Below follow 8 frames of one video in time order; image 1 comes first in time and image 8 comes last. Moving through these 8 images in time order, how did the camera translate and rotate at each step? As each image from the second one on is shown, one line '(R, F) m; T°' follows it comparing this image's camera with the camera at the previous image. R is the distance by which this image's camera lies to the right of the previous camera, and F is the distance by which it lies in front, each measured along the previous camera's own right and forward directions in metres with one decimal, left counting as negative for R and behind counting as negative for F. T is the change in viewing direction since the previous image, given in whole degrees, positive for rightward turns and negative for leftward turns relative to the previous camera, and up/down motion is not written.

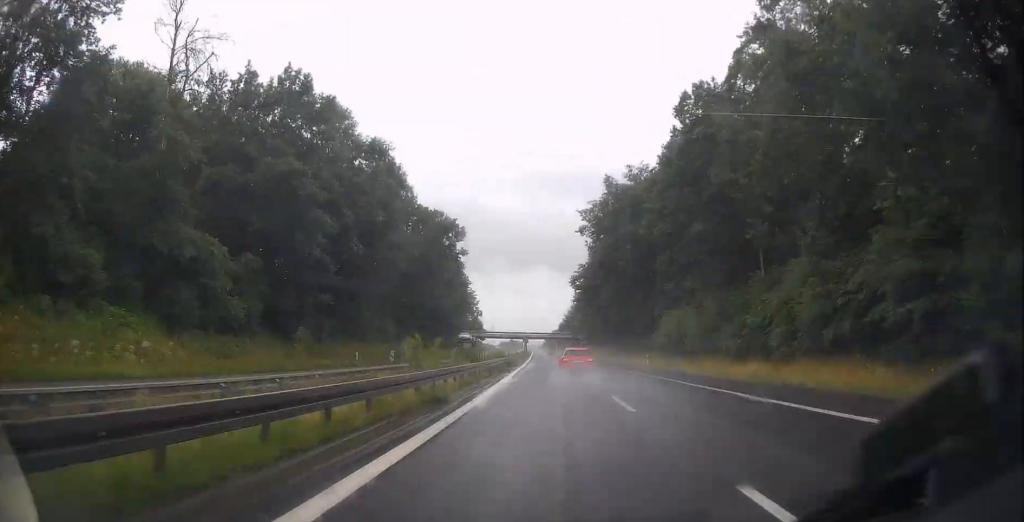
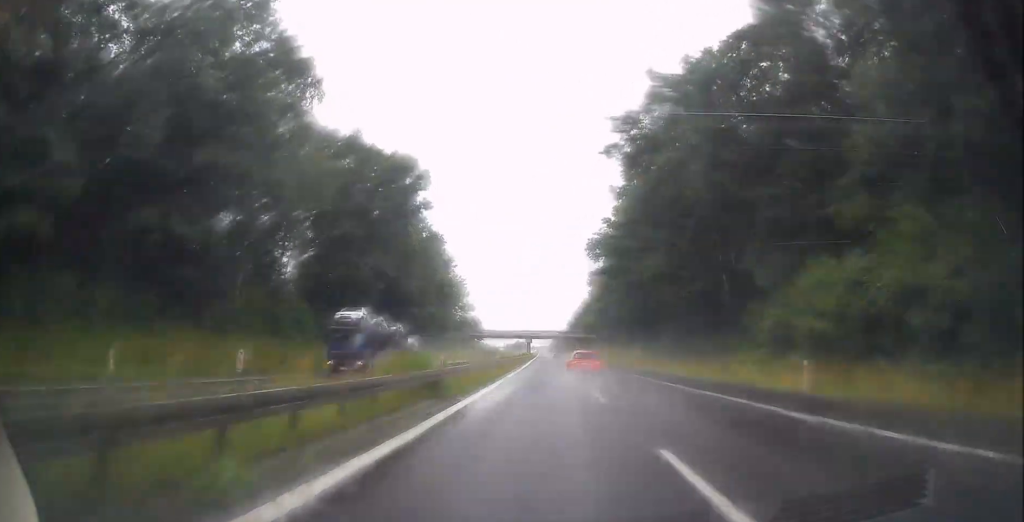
(-0.6, +32.3) m; -2°
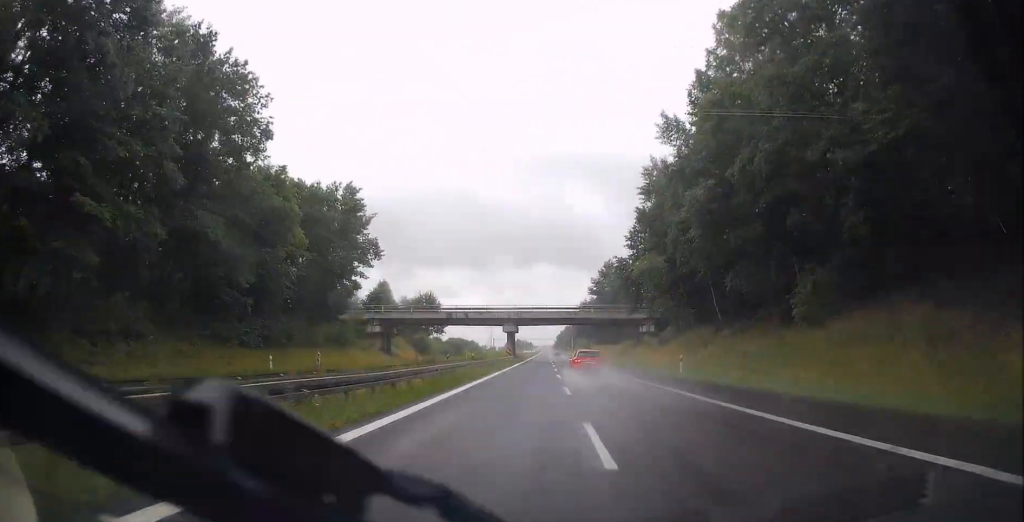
(-0.9, +80.0) m; -1°
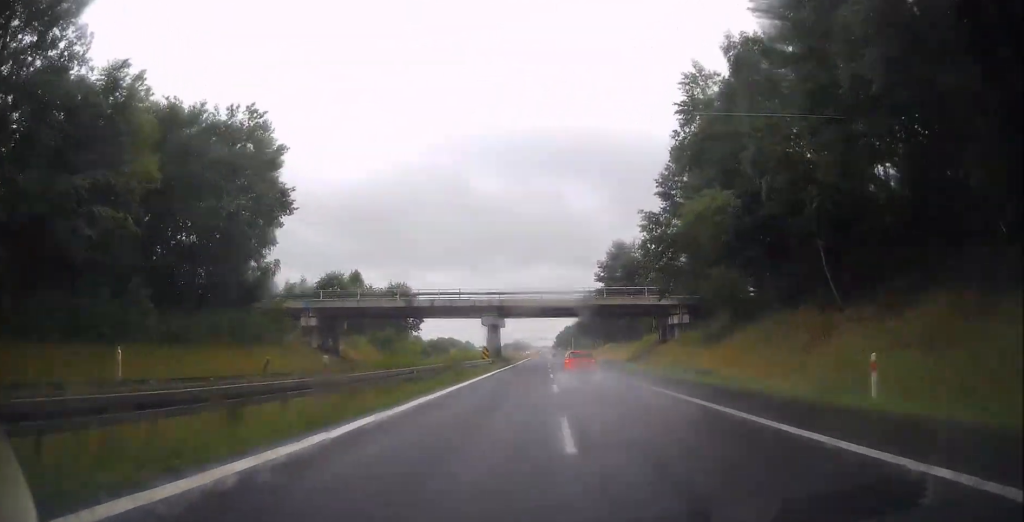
(0.0, +22.6) m; 0°
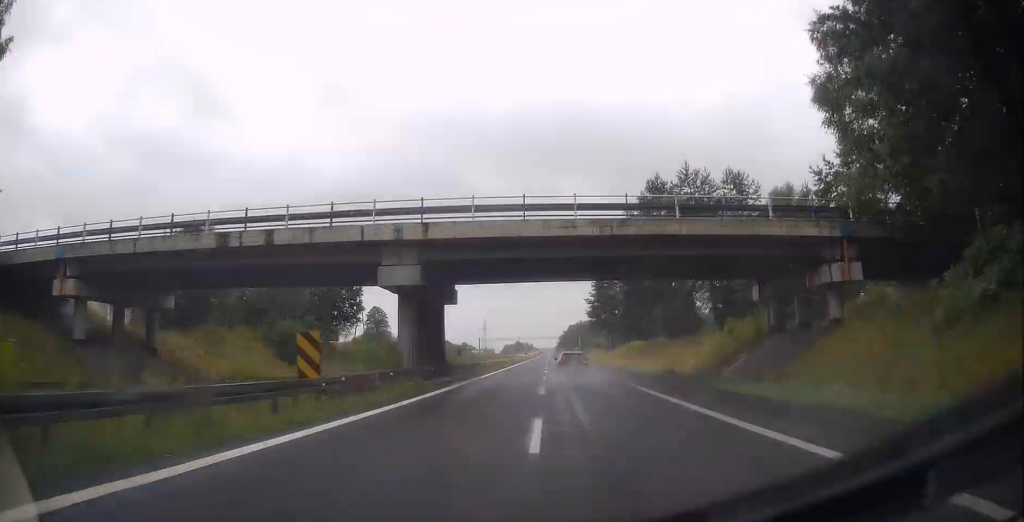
(-0.1, +35.9) m; 0°
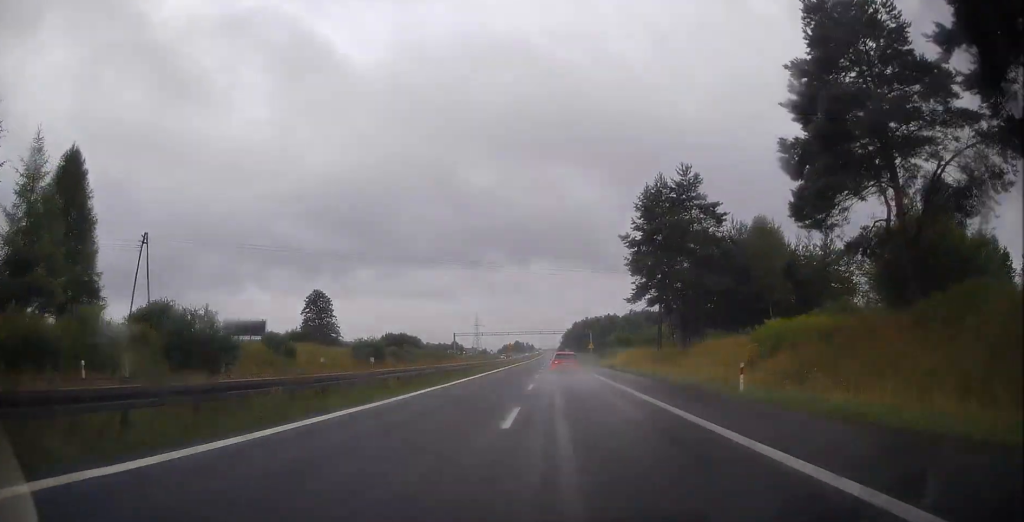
(-0.2, +56.8) m; -1°
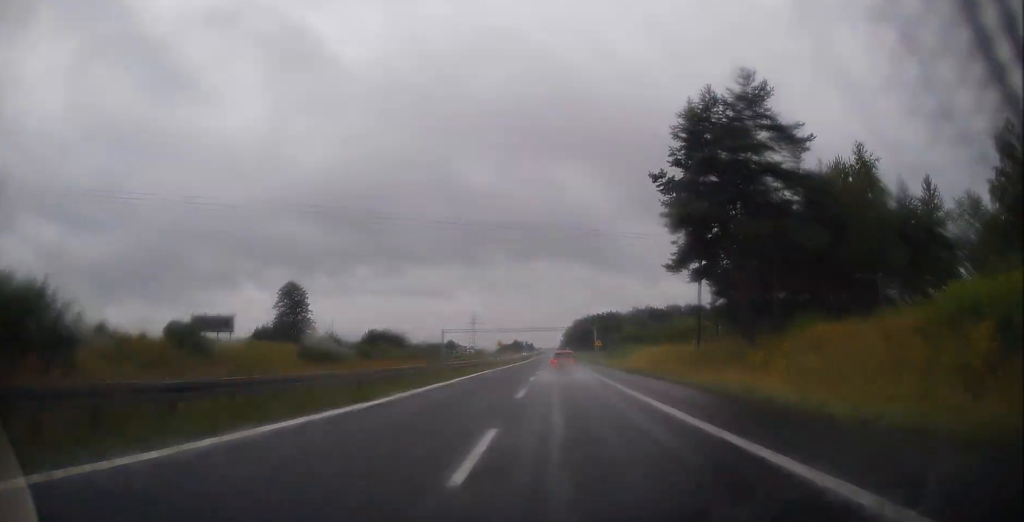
(0.0, +16.6) m; 0°
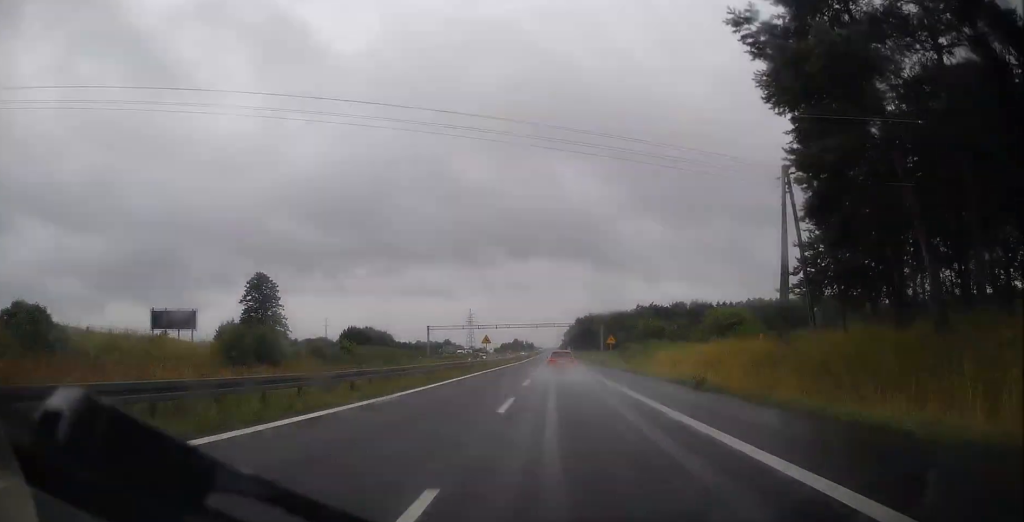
(0.0, +16.6) m; 0°
